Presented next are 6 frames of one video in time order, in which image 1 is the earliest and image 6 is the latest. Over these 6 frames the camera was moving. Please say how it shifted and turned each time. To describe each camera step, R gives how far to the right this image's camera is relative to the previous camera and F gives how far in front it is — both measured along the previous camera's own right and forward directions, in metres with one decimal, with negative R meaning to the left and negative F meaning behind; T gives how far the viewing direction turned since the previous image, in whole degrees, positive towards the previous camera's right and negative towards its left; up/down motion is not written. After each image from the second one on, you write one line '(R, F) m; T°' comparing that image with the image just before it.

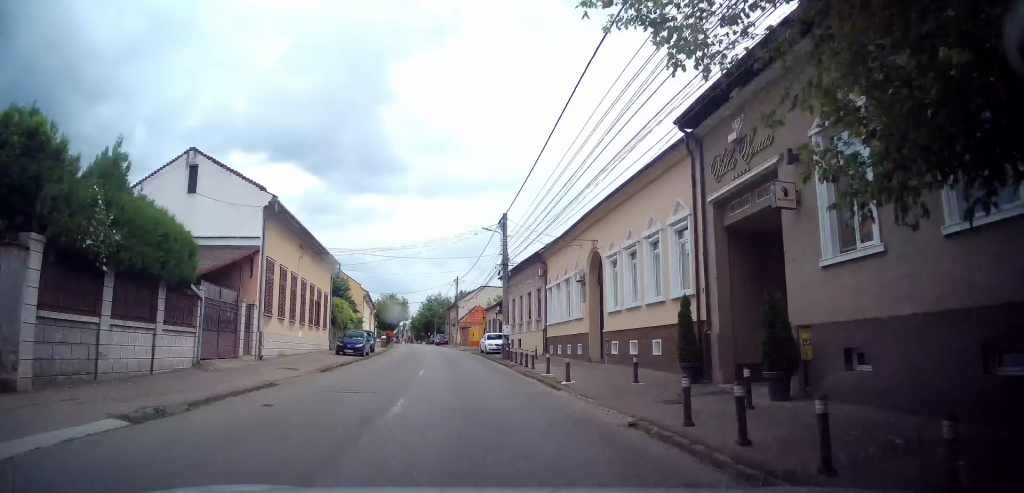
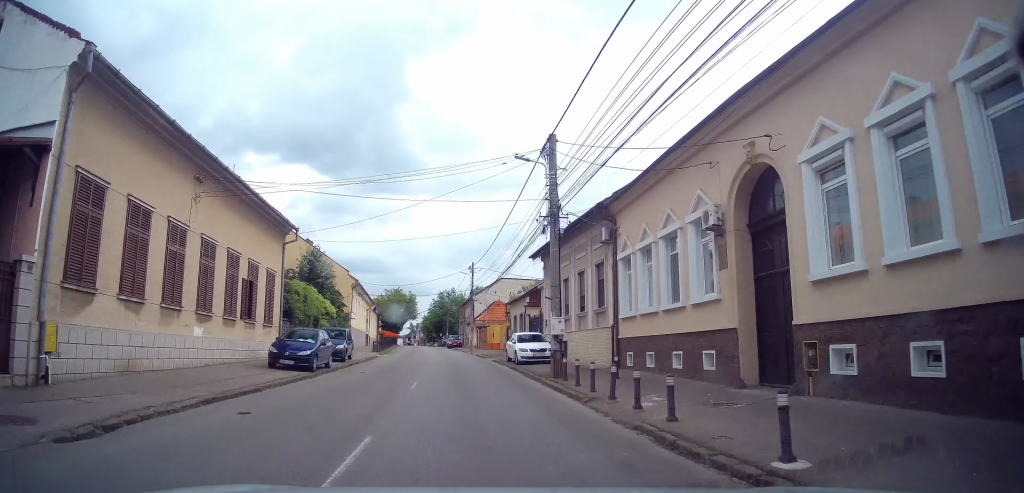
(0.0, +12.5) m; -2°
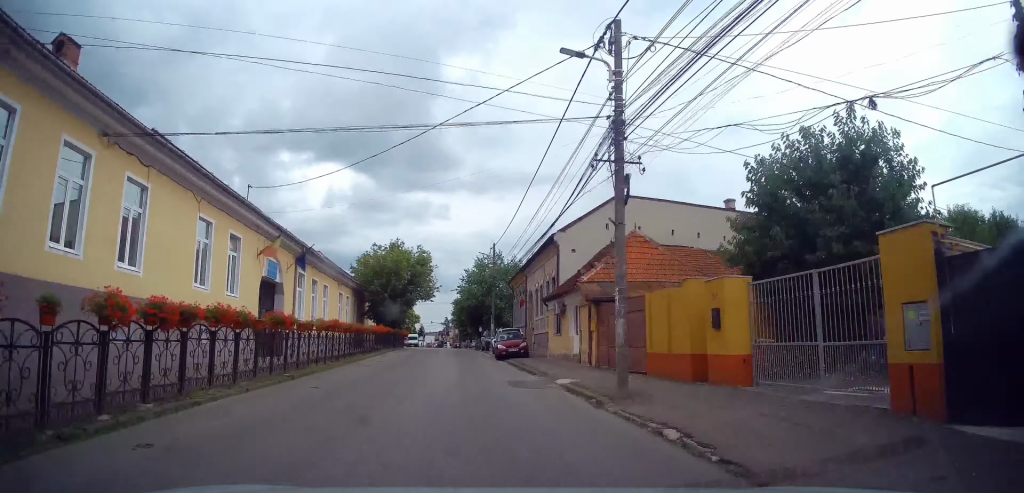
(-1.8, +39.7) m; -4°
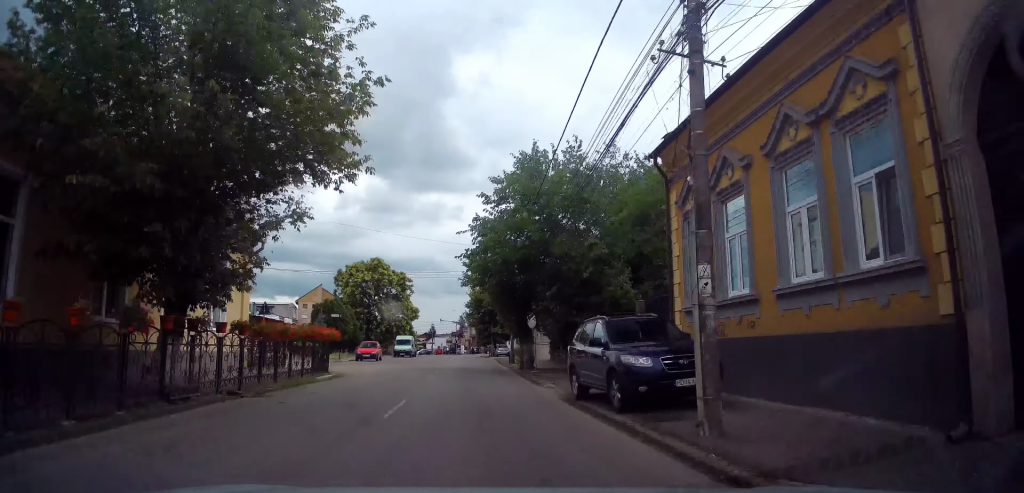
(-1.3, +35.2) m; -3°
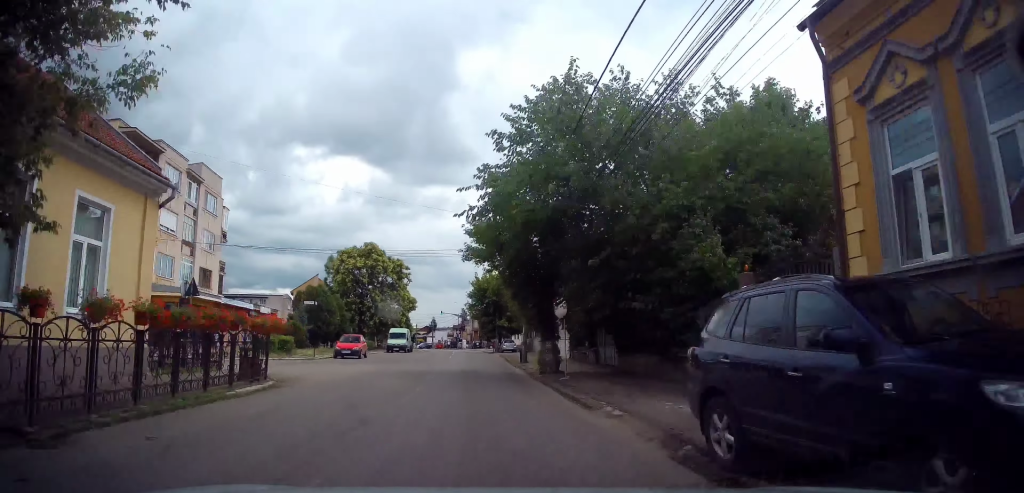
(0.0, +6.7) m; 0°
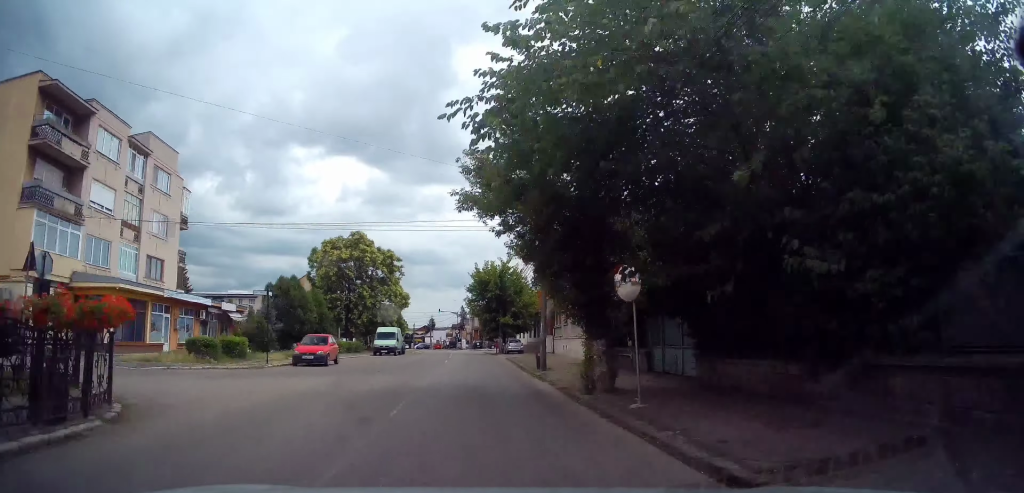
(0.0, +7.3) m; 0°
